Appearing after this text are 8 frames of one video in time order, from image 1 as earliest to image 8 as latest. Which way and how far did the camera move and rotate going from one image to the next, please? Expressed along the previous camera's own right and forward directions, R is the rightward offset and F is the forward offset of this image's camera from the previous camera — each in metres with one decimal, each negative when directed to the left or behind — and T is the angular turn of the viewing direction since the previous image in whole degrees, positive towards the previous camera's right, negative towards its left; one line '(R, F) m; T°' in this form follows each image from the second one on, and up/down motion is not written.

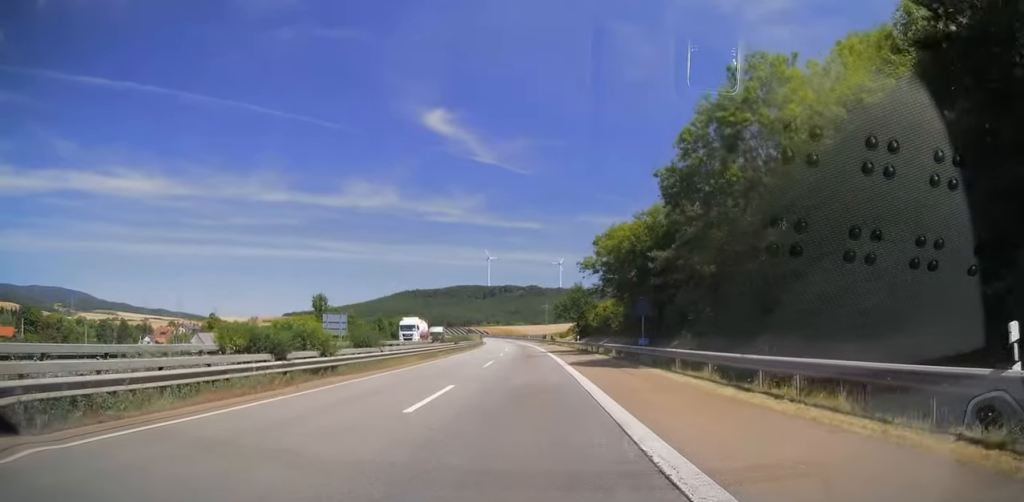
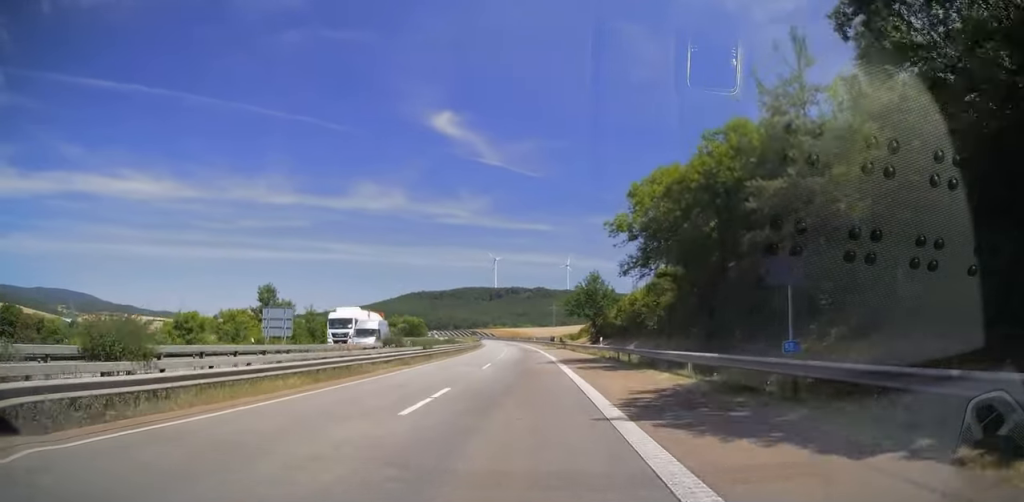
(+0.1, +18.2) m; -1°
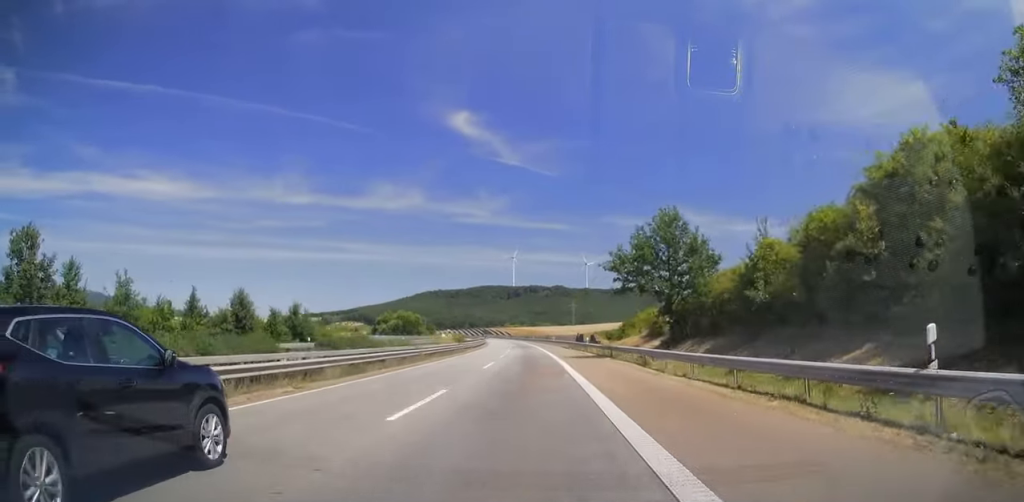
(-0.7, +36.9) m; -2°
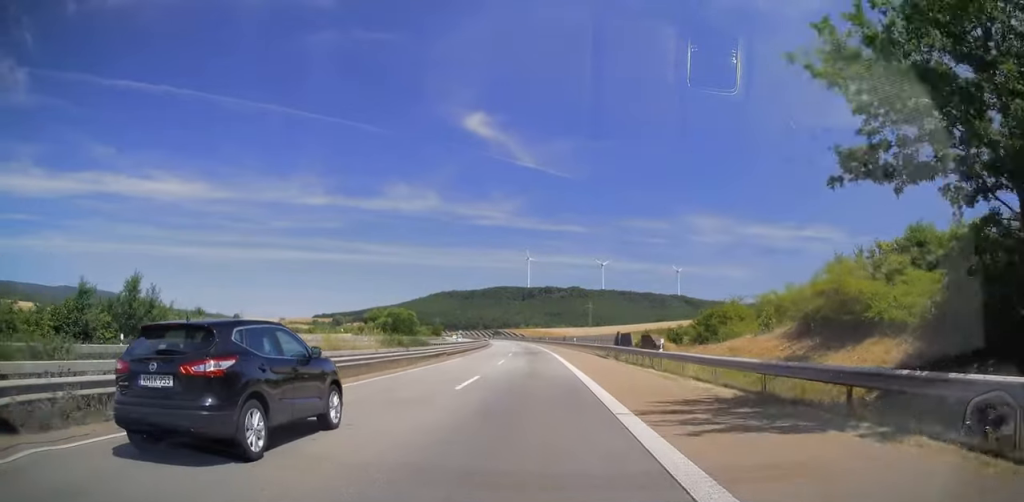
(-0.3, +29.2) m; -1°
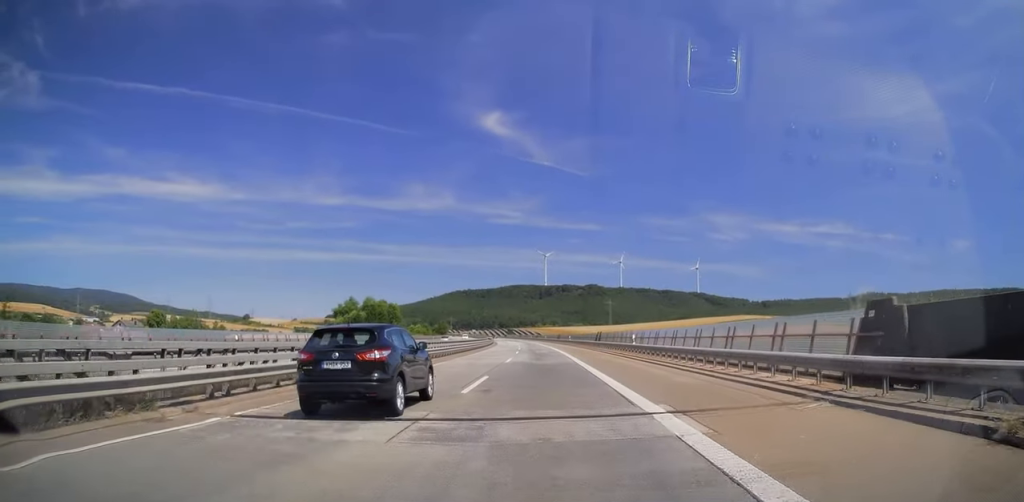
(-0.3, +37.0) m; -1°
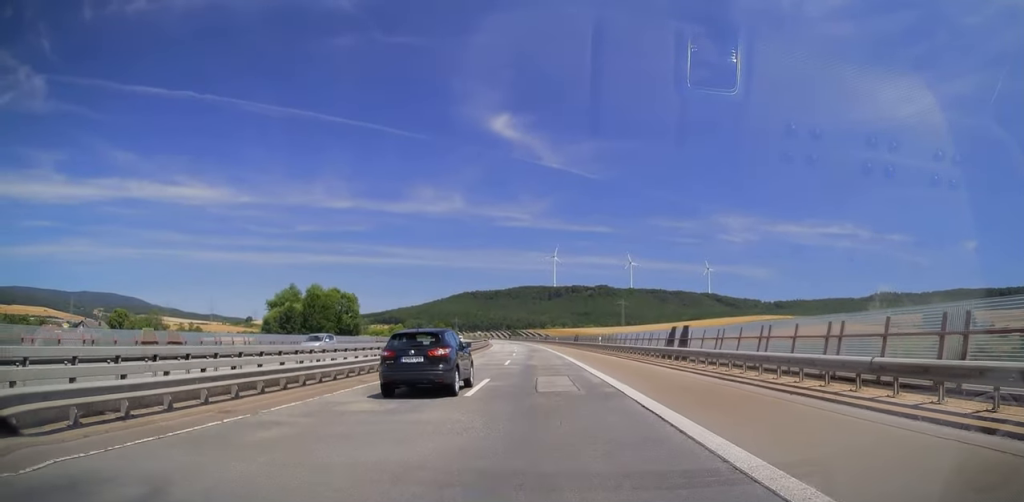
(-0.7, +35.9) m; -3°
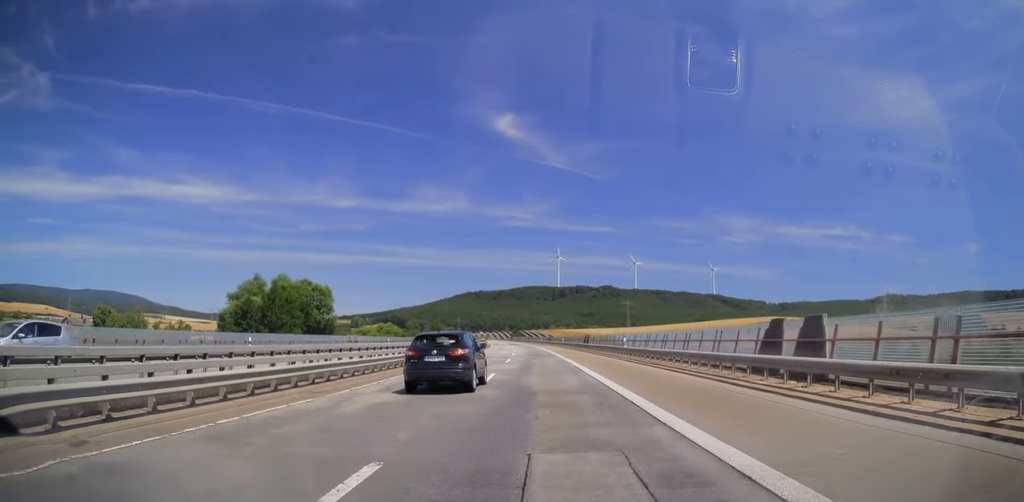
(+0.2, +13.9) m; -1°
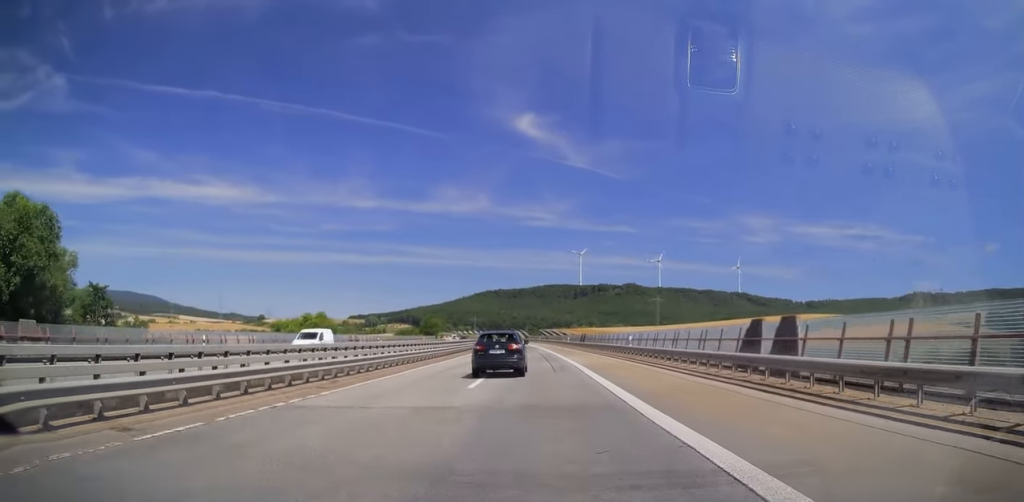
(-2.0, +54.8) m; -2°
